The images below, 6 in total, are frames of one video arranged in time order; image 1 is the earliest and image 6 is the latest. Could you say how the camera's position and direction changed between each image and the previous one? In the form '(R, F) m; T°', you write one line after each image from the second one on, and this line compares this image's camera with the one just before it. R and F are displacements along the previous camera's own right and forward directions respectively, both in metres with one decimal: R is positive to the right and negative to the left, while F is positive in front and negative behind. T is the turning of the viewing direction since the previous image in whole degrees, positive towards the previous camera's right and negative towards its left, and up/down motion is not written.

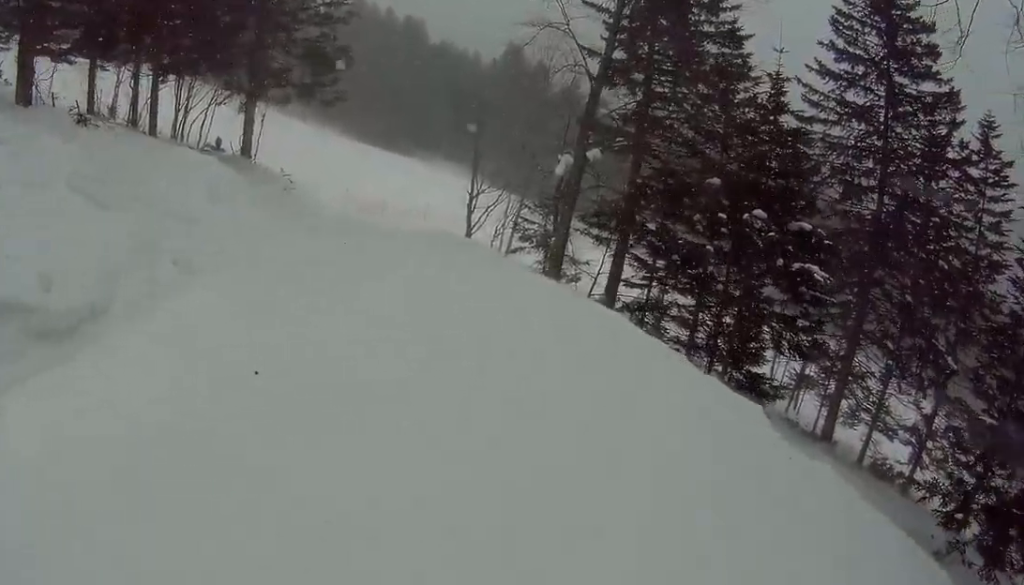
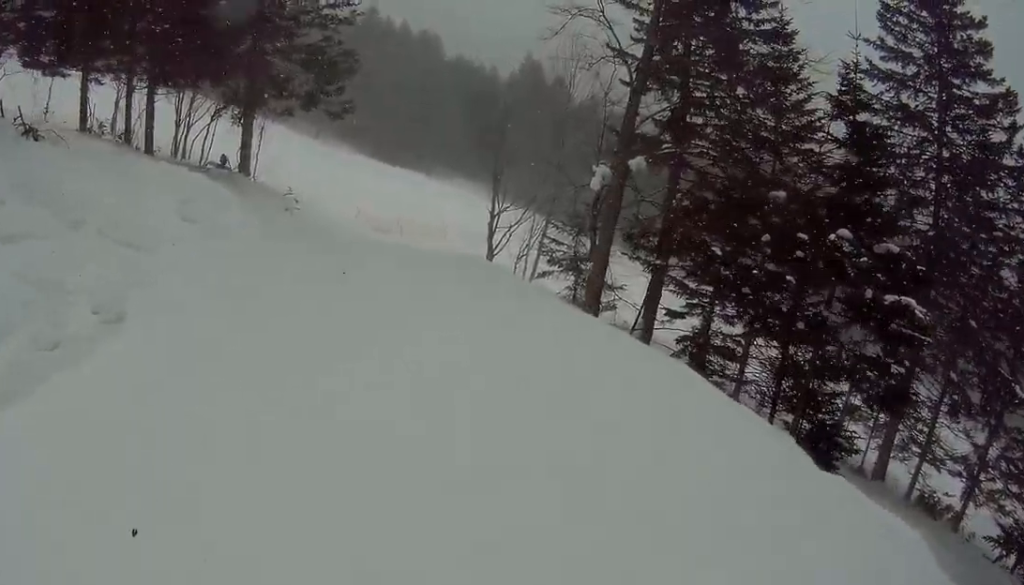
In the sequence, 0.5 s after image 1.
(0.0, +2.5) m; 0°
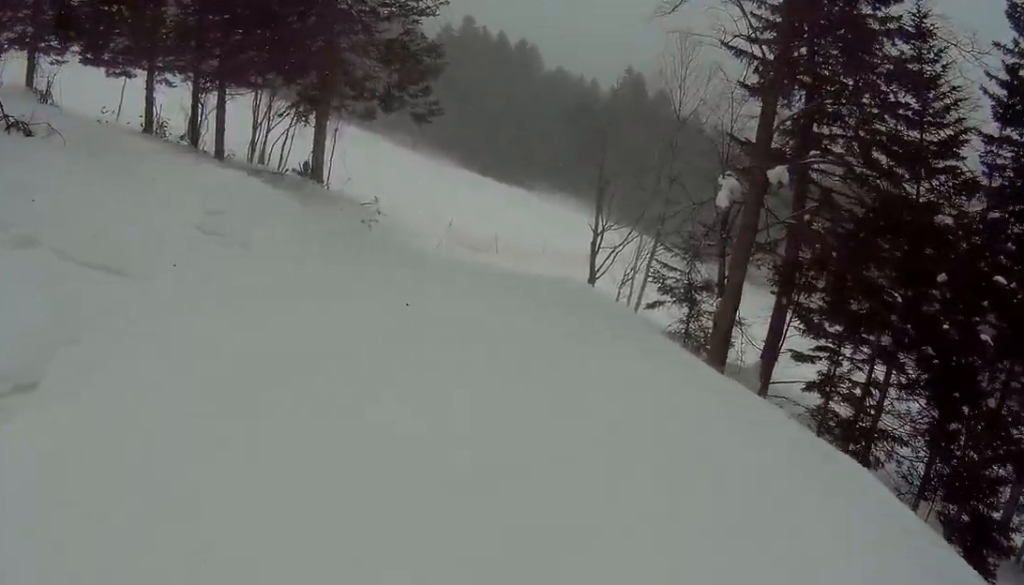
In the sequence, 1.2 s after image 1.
(0.0, +2.7) m; 0°
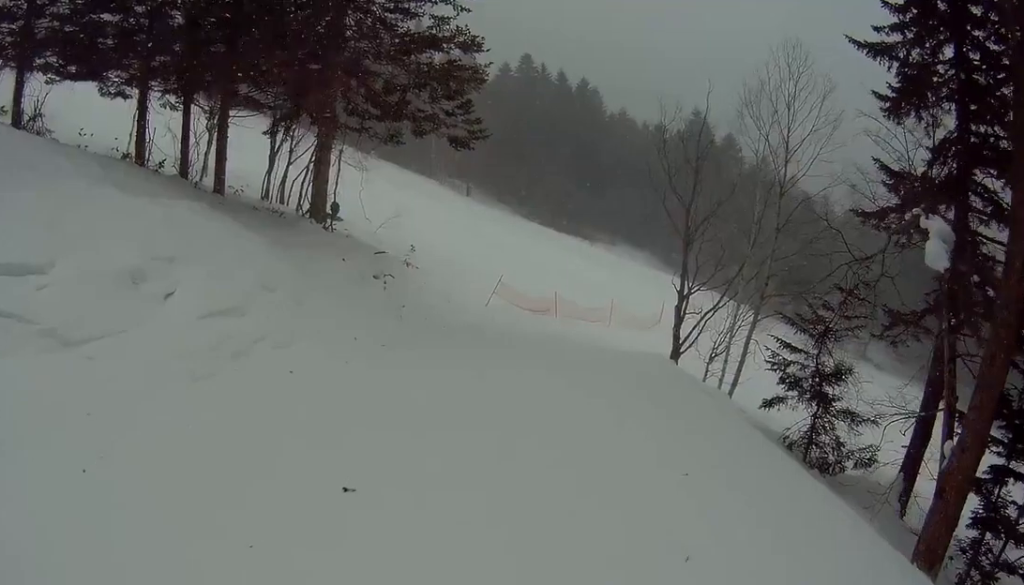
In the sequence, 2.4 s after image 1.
(0.0, +5.5) m; 0°
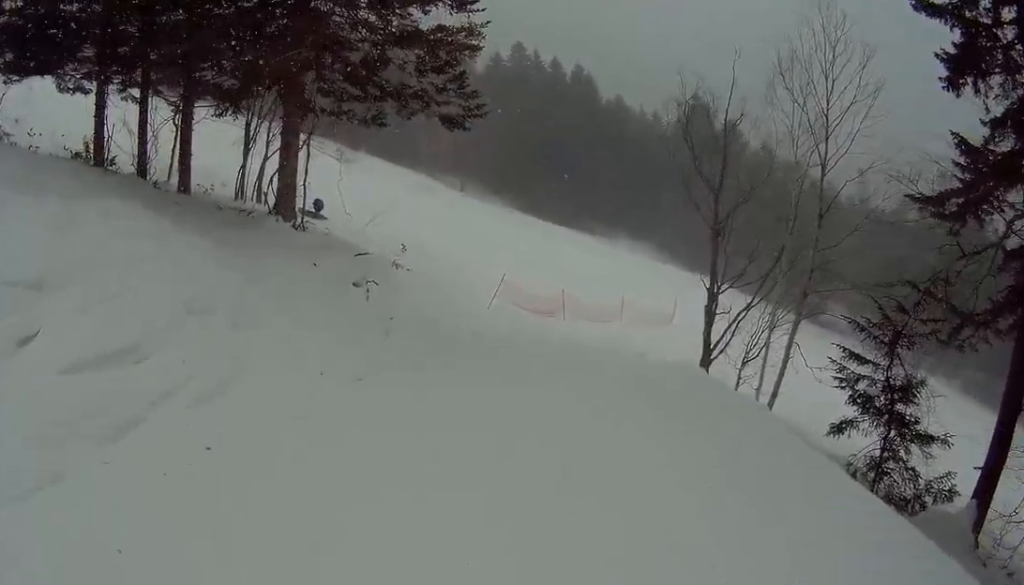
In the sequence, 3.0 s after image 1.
(0.0, +2.8) m; 0°
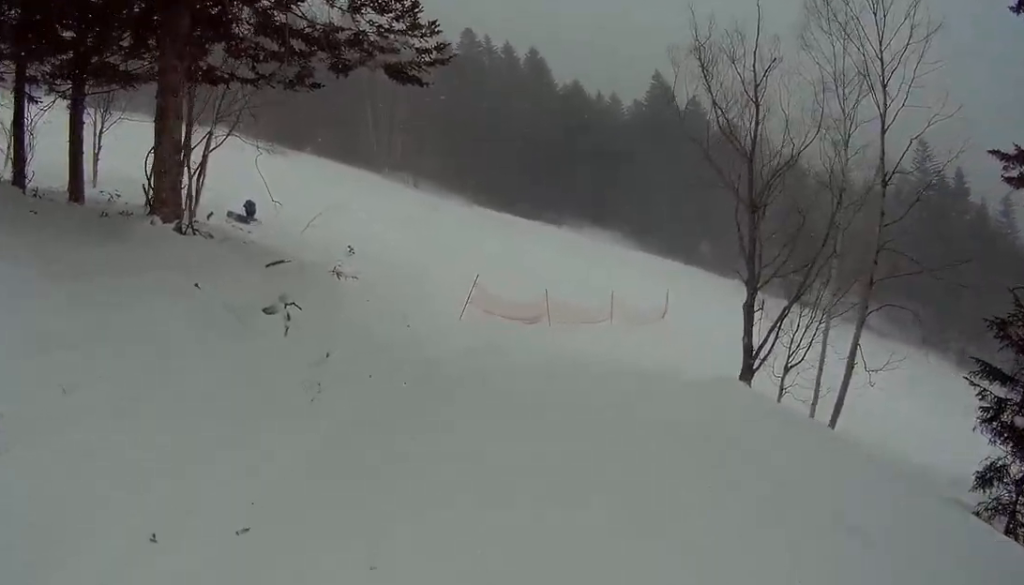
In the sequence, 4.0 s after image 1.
(0.0, +4.7) m; 0°
